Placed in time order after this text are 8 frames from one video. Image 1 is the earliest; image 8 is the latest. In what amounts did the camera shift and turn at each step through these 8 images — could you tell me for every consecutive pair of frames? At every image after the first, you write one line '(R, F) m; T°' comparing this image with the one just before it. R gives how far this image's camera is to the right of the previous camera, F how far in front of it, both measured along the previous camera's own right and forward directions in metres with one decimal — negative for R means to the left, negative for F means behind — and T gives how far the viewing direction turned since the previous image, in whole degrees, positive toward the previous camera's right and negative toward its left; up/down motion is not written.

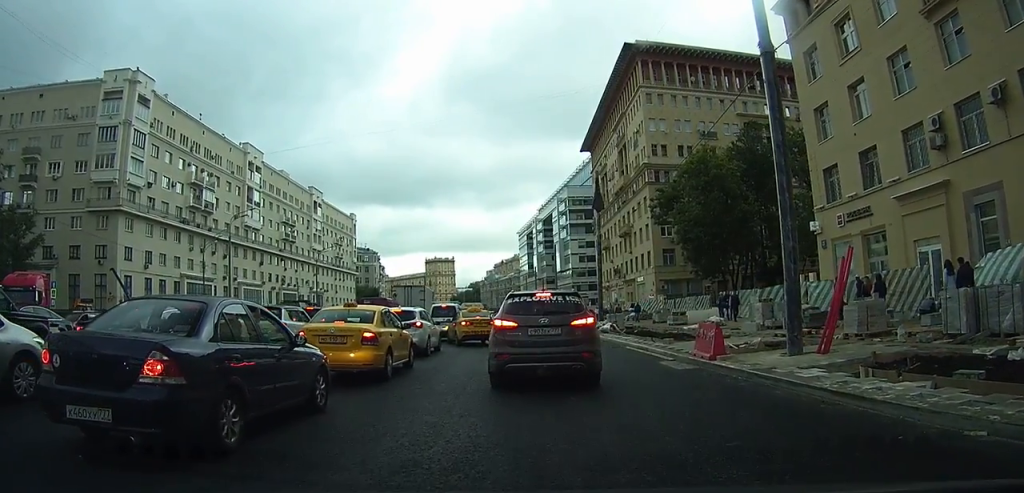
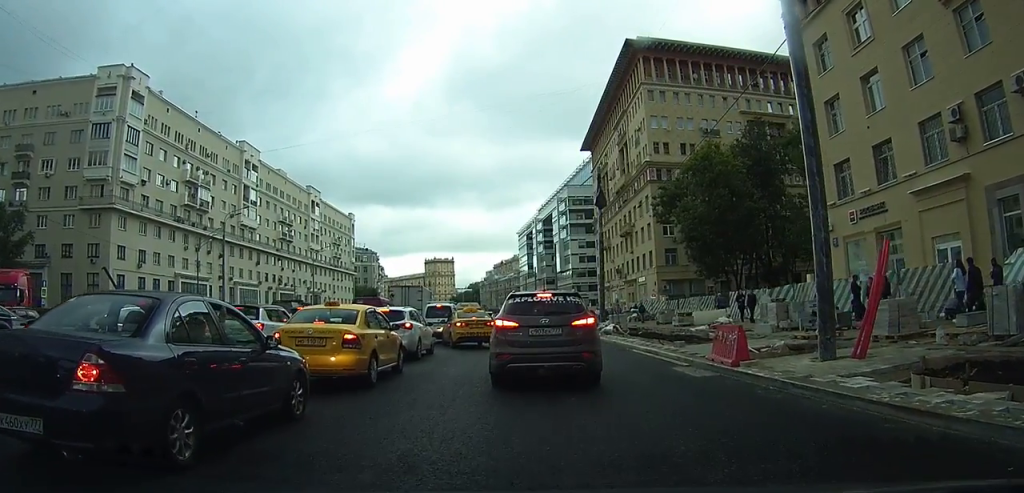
(+0.1, +1.7) m; +3°
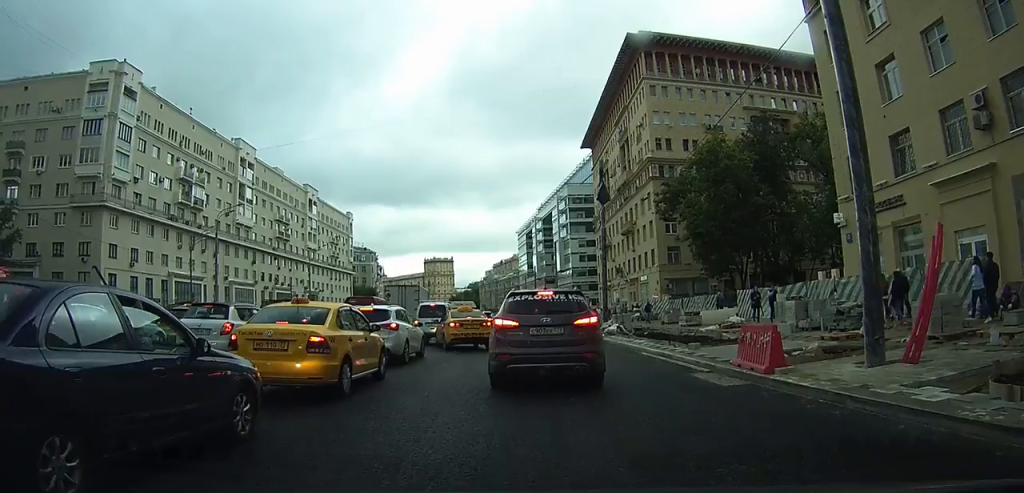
(0.0, +1.7) m; -1°
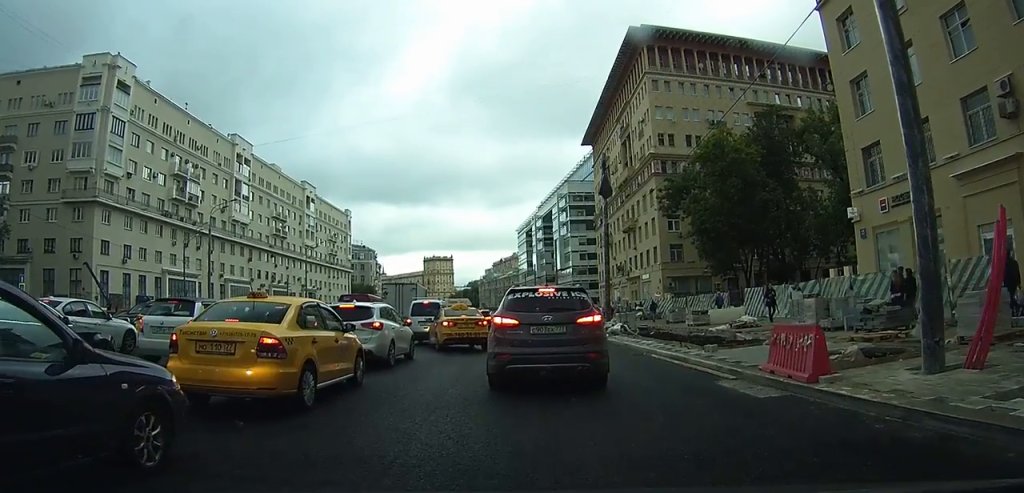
(0.0, +1.5) m; 0°
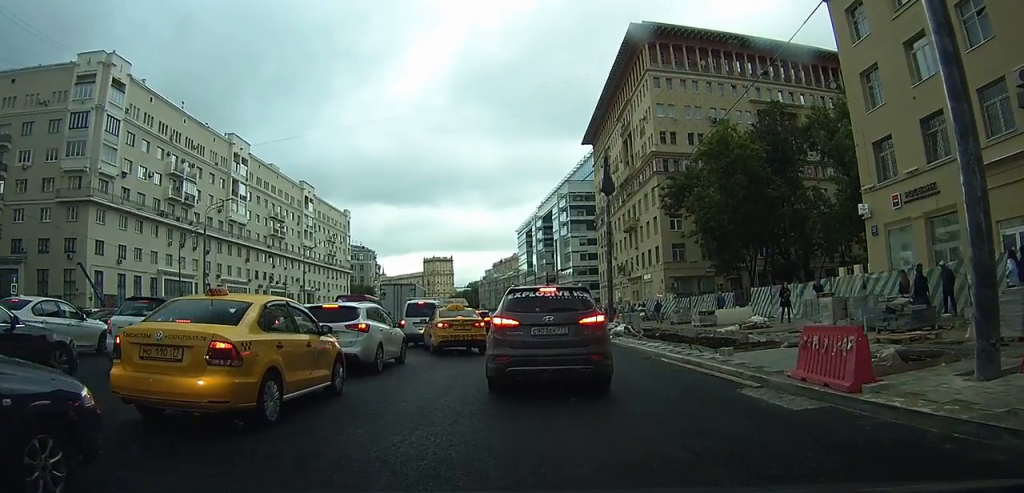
(0.0, +1.1) m; 0°
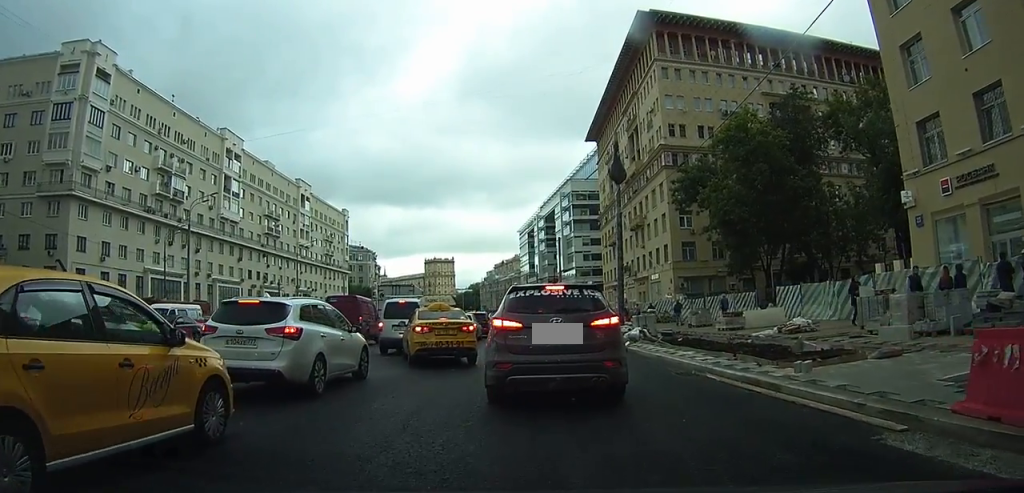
(0.0, +3.8) m; -4°
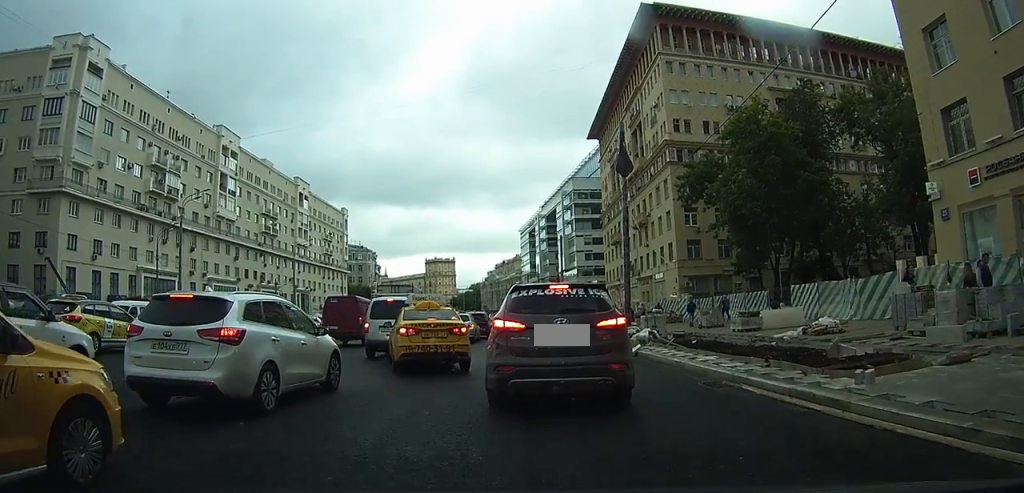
(-0.1, +2.0) m; -5°
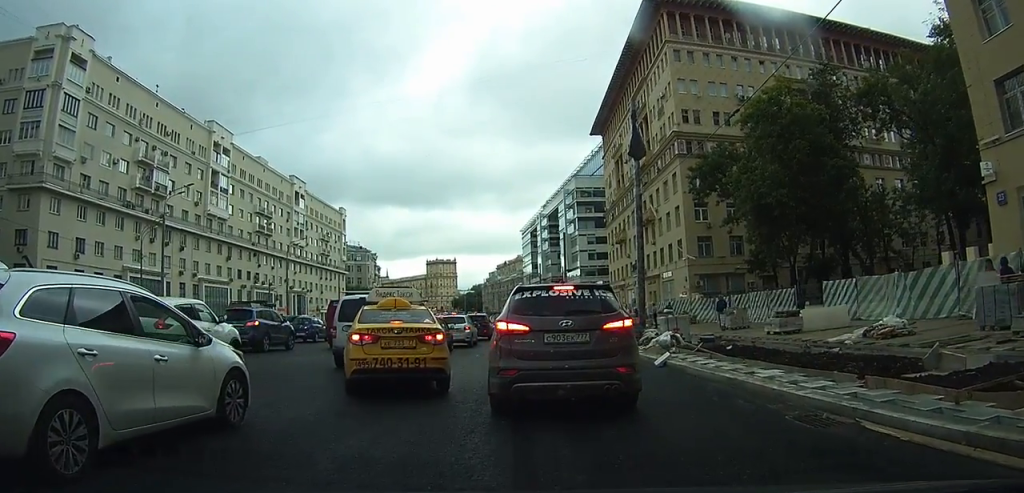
(-0.2, +3.9) m; +2°
